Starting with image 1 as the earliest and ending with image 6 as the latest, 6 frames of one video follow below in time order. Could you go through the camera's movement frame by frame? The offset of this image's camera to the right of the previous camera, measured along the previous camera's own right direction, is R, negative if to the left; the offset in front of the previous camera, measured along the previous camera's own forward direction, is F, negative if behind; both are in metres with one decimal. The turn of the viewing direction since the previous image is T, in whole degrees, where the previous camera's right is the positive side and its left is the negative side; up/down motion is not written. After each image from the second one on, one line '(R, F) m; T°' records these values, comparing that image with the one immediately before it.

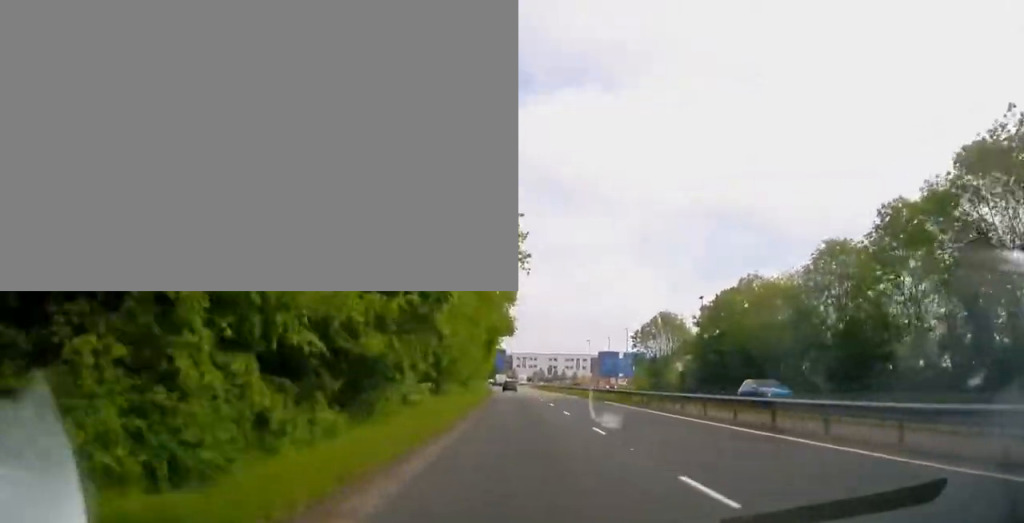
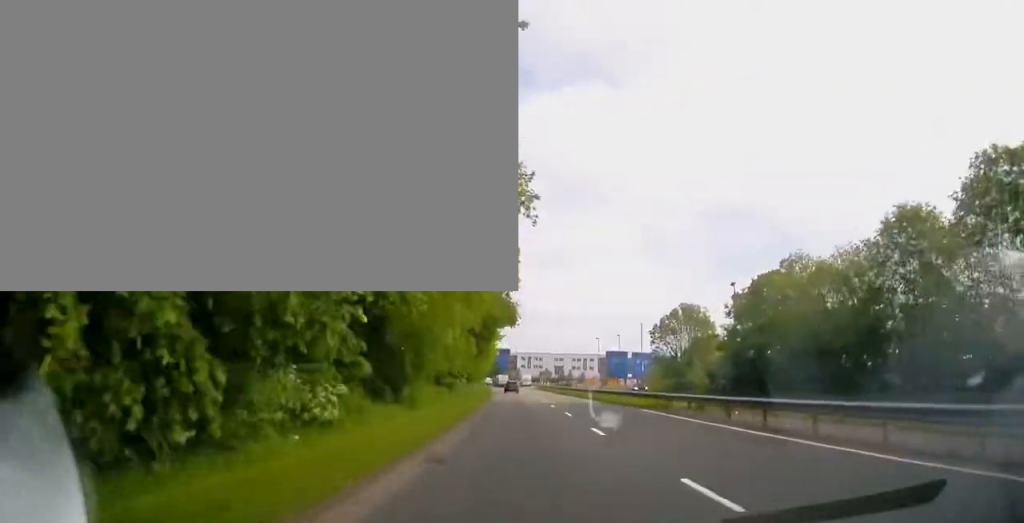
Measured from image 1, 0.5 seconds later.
(-0.1, +8.9) m; -1°
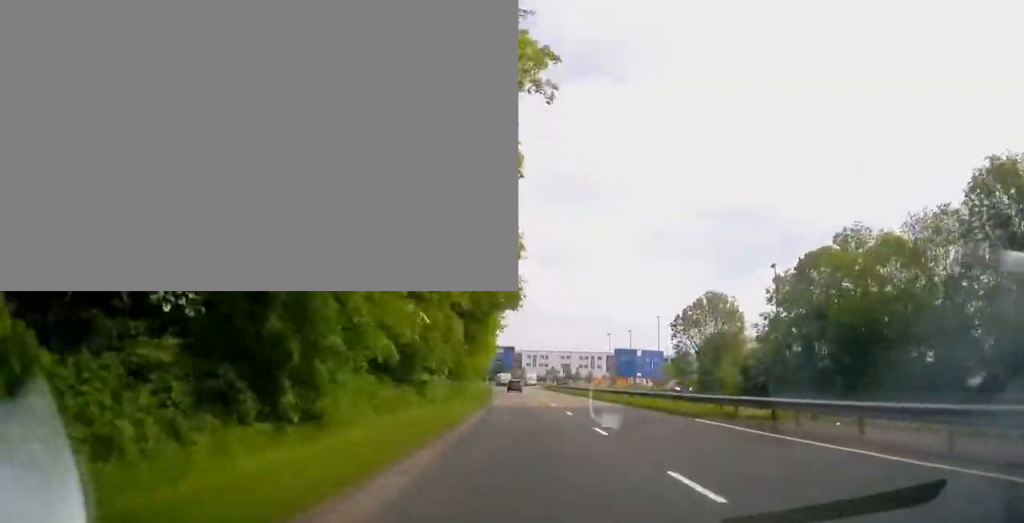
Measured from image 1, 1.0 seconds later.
(-0.1, +9.3) m; -1°
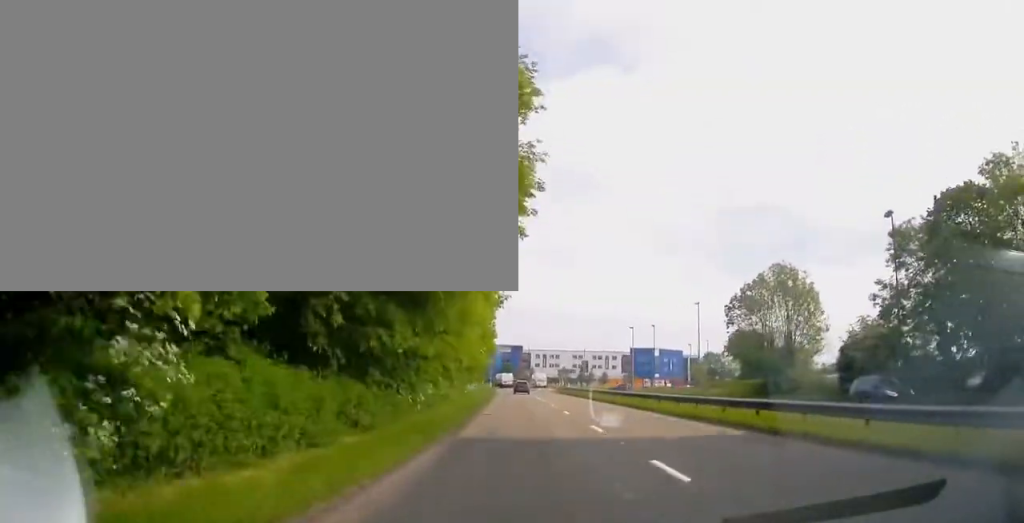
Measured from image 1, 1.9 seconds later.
(-0.1, +15.6) m; 0°
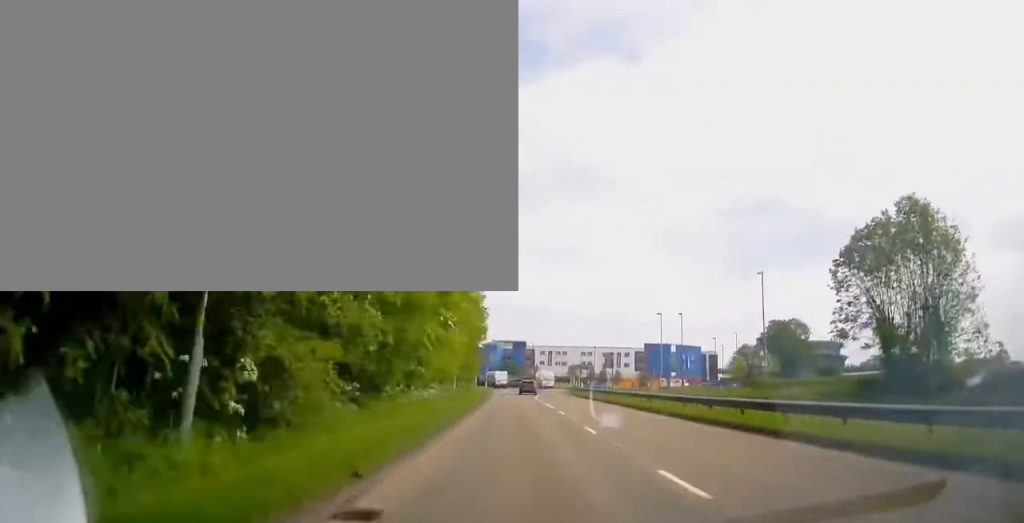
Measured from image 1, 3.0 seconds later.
(+0.2, +18.6) m; +1°
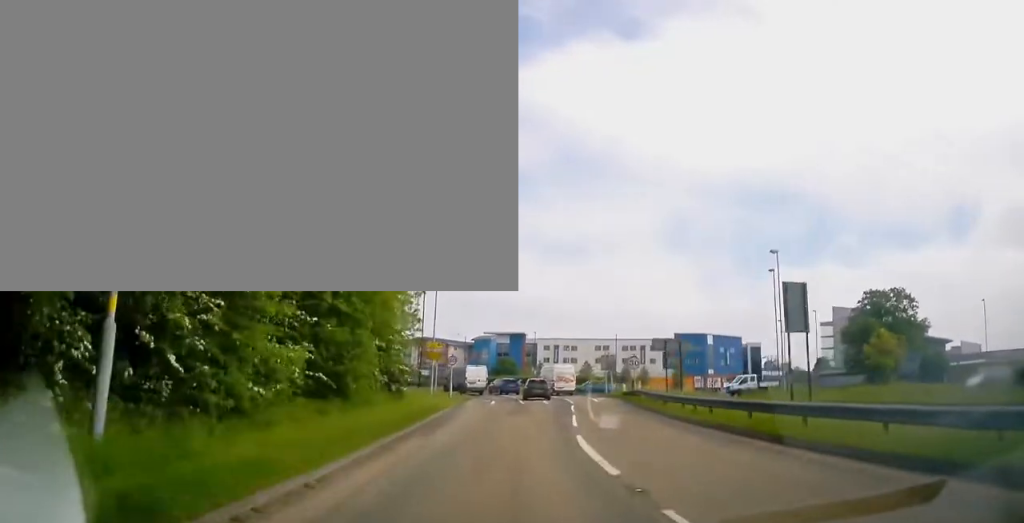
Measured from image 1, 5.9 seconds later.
(-1.3, +38.6) m; -2°
